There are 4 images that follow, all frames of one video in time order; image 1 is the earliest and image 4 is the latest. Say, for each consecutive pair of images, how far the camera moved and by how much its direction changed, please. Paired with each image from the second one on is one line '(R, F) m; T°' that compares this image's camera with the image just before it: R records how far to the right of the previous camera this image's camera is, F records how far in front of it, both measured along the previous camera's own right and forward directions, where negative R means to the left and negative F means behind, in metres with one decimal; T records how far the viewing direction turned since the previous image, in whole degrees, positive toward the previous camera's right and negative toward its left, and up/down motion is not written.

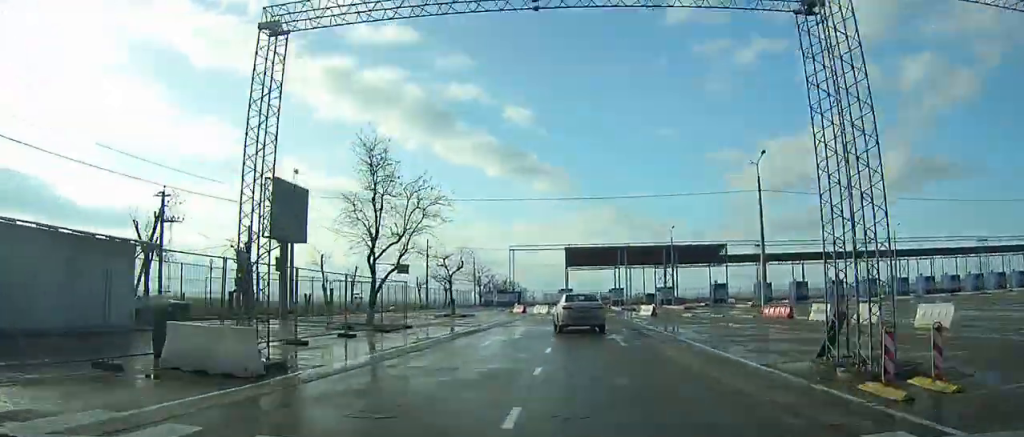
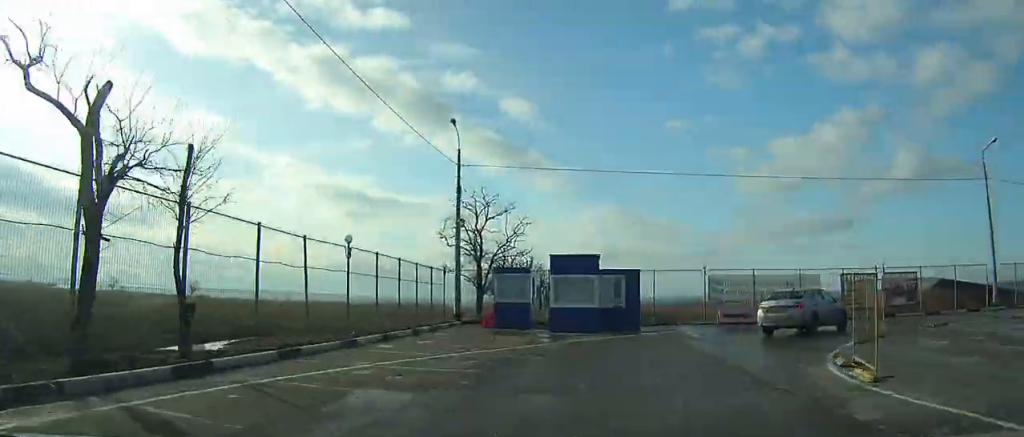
(-10.8, +70.2) m; +8°
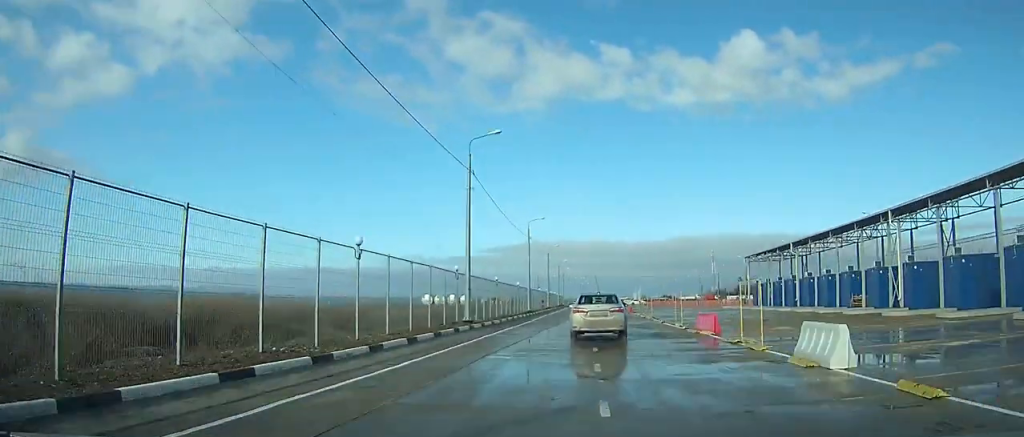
(+27.9, +28.6) m; +72°
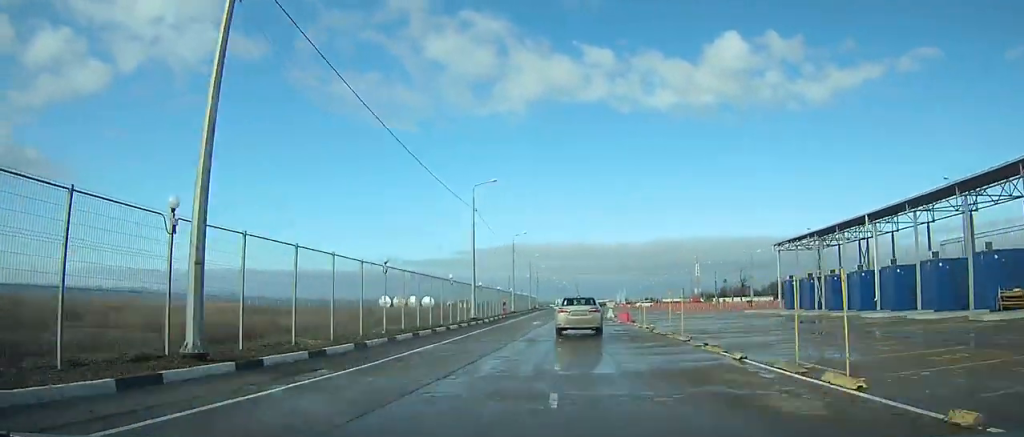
(+2.4, +20.7) m; +7°
